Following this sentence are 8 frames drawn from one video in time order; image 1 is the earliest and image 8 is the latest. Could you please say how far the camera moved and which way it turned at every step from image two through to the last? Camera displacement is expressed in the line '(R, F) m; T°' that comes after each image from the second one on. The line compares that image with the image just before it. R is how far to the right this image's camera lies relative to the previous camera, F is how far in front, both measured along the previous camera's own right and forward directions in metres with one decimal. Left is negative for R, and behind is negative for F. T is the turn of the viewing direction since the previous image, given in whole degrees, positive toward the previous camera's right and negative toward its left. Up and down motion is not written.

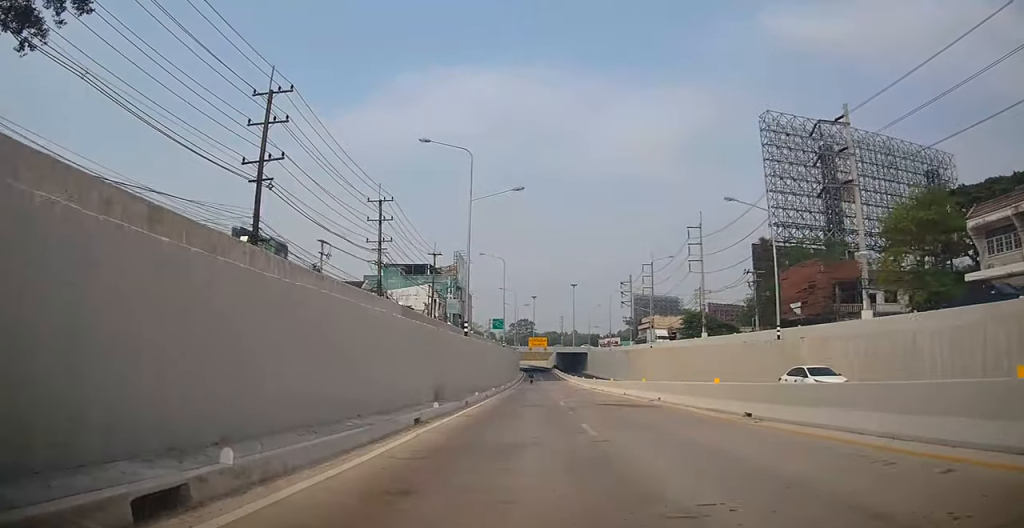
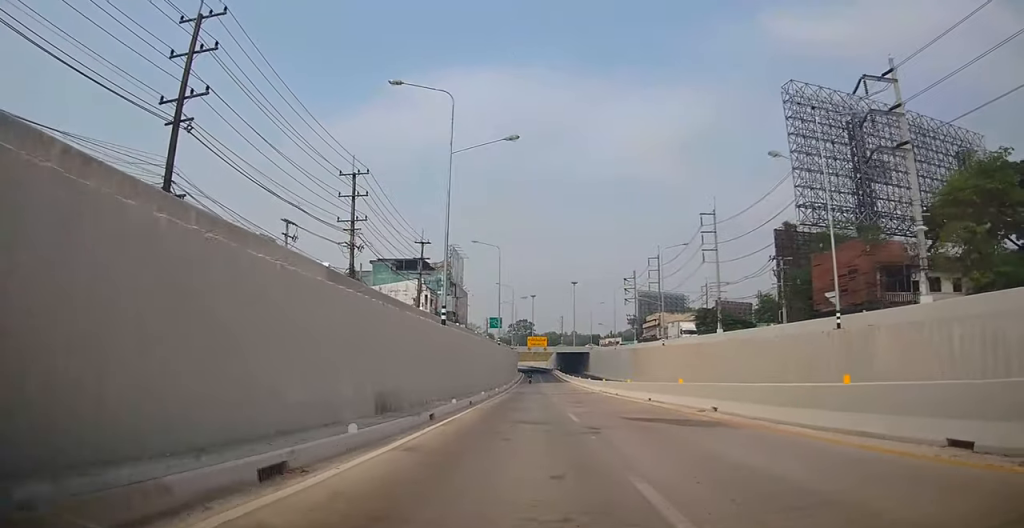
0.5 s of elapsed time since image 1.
(+0.1, +7.2) m; +1°
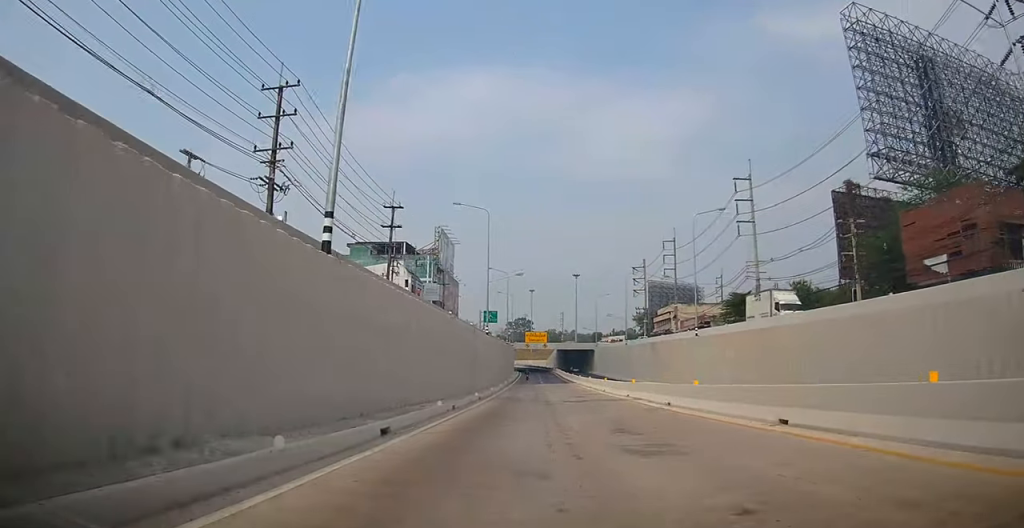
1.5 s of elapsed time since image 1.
(+0.1, +13.7) m; 0°
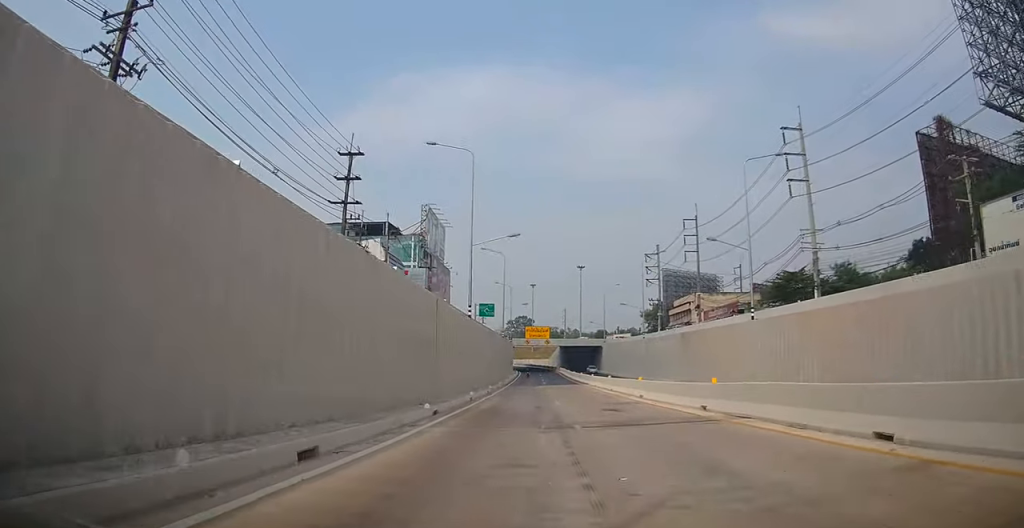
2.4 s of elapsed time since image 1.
(0.0, +12.6) m; 0°
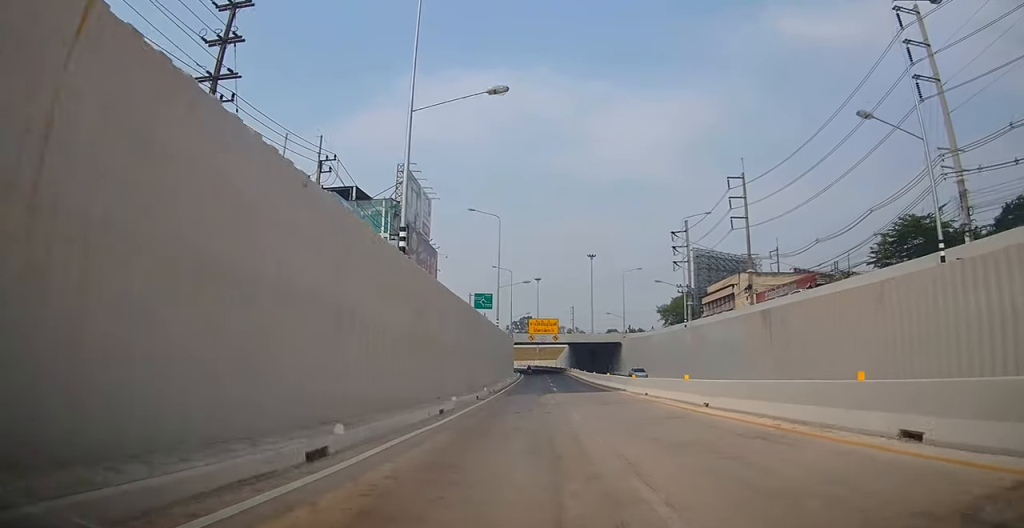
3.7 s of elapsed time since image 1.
(-0.1, +17.7) m; -1°
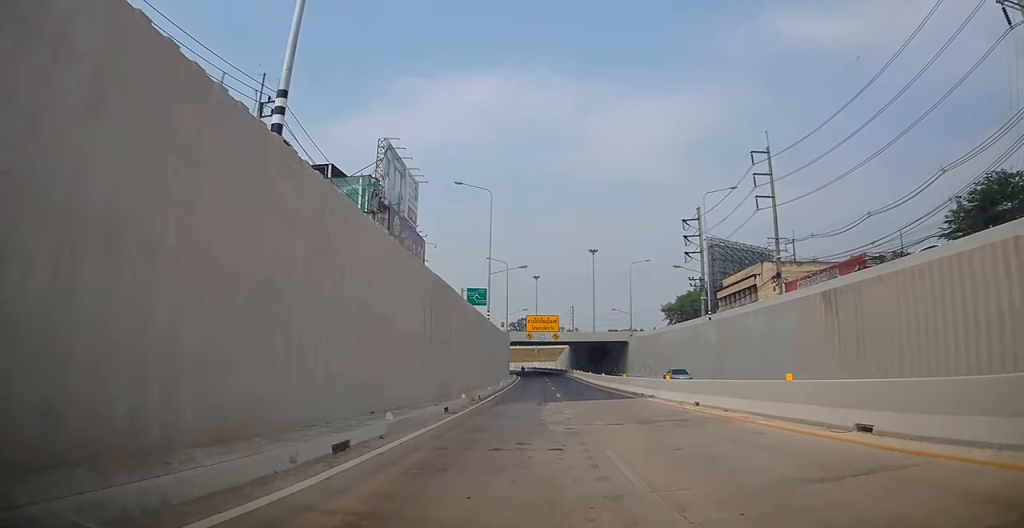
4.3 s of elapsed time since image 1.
(-0.1, +8.0) m; 0°
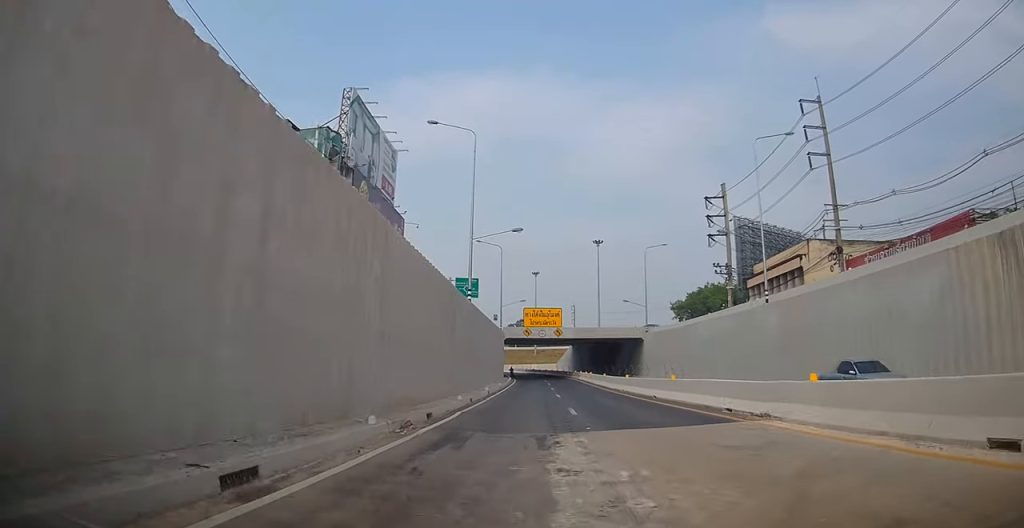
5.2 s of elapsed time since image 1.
(-0.1, +11.7) m; +1°
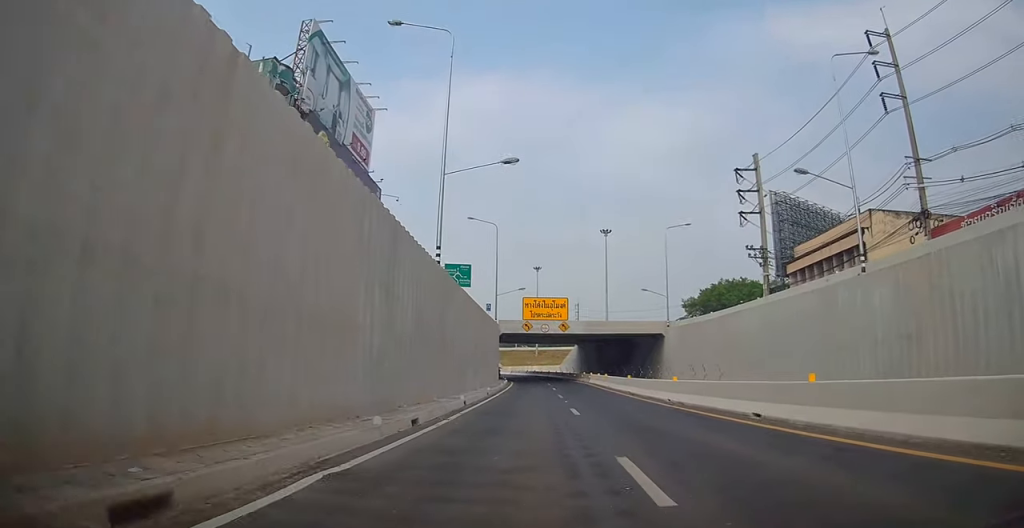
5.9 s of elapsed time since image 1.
(+0.4, +10.8) m; +1°
